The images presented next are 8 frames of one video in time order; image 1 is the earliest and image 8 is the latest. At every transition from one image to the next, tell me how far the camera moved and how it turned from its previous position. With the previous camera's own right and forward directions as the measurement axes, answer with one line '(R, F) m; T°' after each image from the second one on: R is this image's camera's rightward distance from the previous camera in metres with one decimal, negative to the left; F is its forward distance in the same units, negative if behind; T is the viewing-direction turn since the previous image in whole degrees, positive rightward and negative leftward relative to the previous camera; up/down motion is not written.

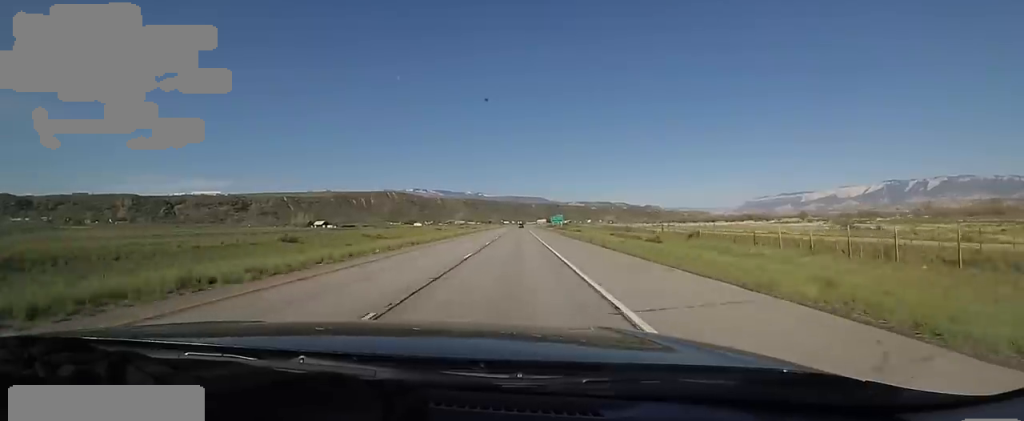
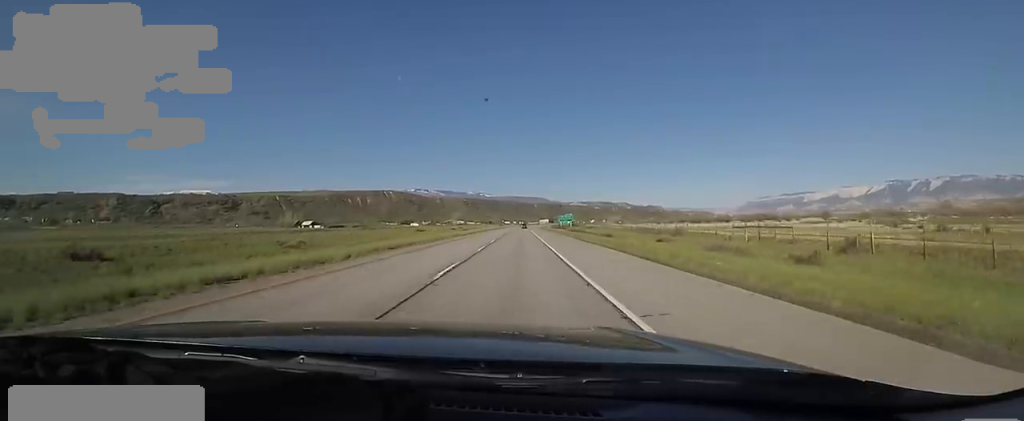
(-0.4, +31.5) m; -2°
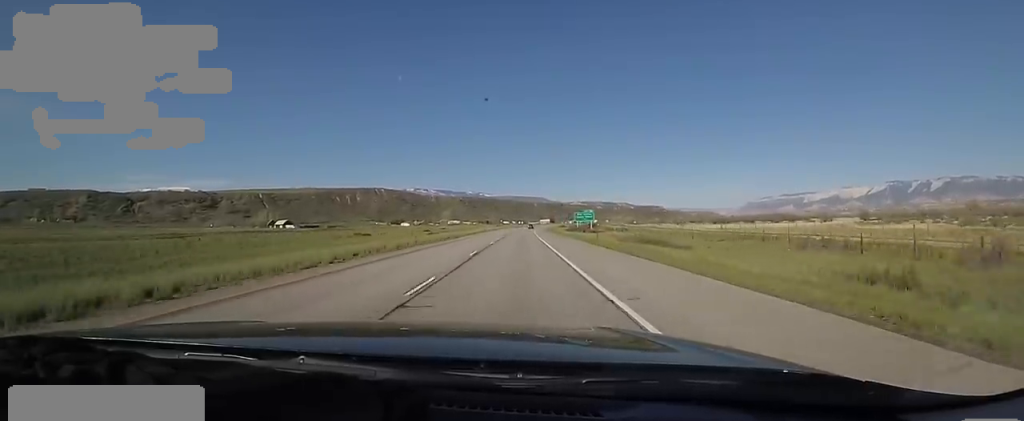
(-0.6, +50.8) m; +1°
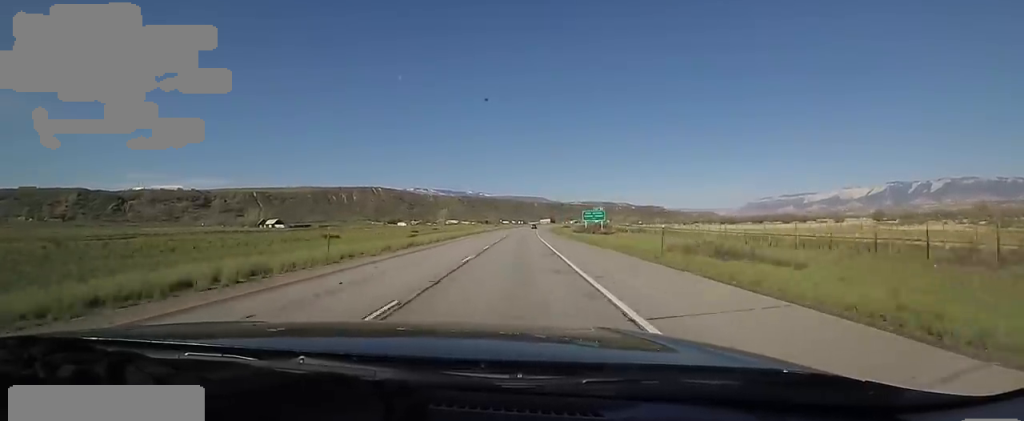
(+0.5, +15.7) m; 0°
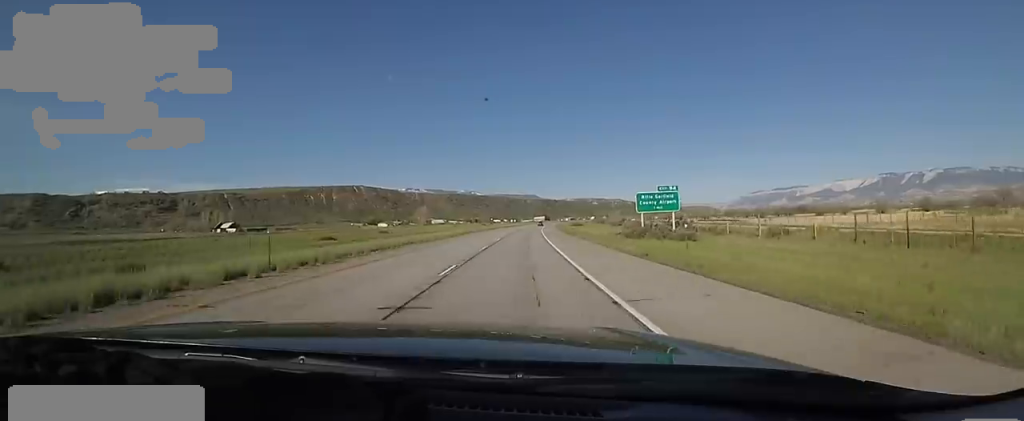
(0.0, +52.6) m; +1°
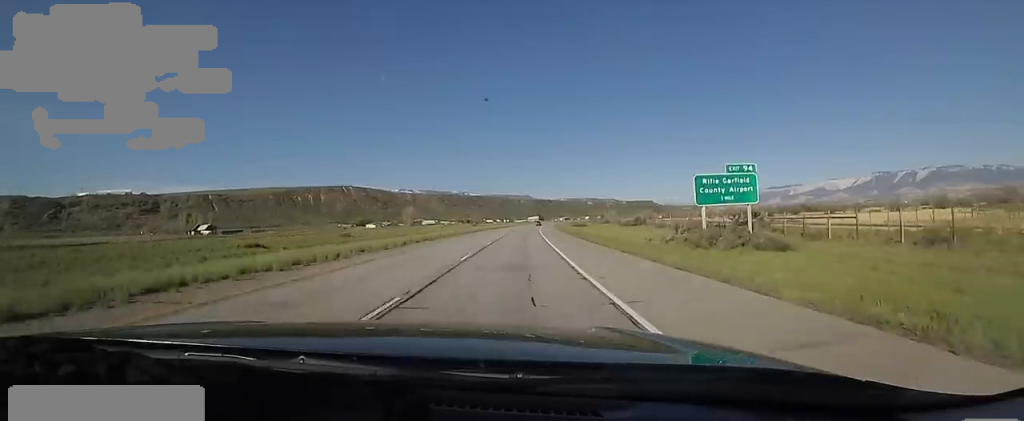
(+0.1, +19.0) m; +2°
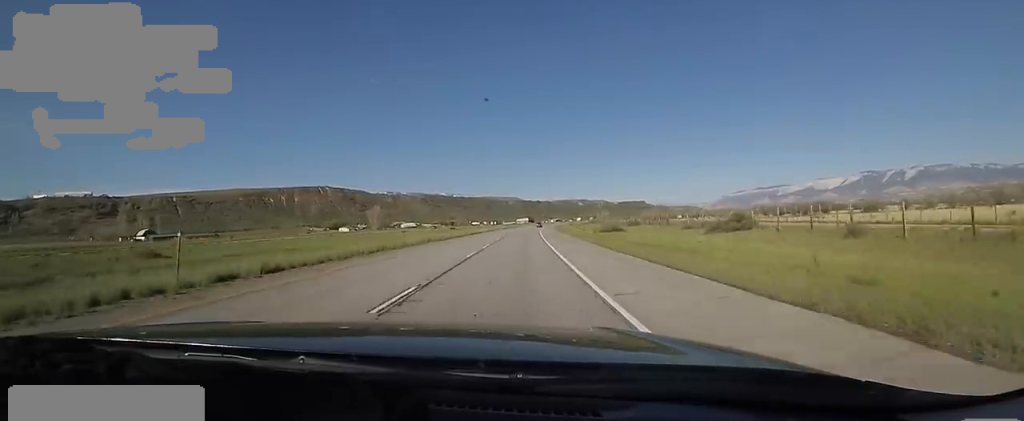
(+1.6, +47.0) m; +2°
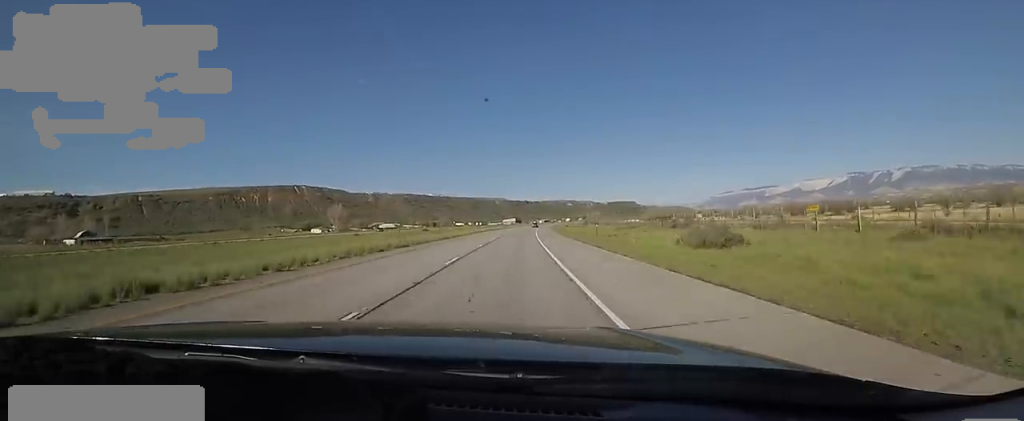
(-0.4, +35.9) m; 0°
